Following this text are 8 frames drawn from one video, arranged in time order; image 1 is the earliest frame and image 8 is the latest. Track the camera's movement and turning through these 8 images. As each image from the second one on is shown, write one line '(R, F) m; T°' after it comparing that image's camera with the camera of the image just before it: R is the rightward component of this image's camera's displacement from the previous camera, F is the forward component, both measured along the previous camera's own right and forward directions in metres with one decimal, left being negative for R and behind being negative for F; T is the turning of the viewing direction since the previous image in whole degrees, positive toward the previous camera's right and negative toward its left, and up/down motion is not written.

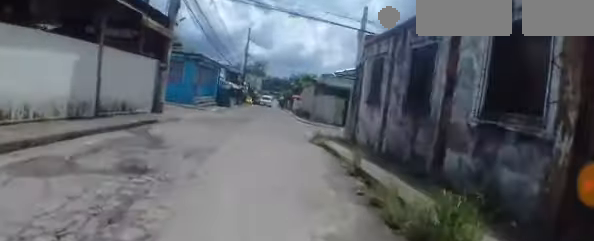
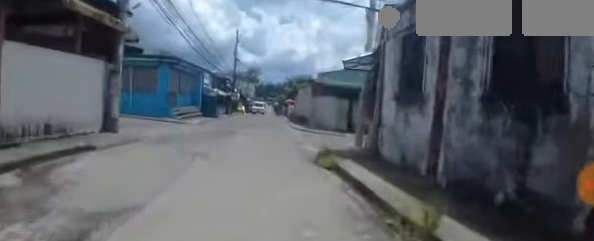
(+0.1, +3.0) m; -4°
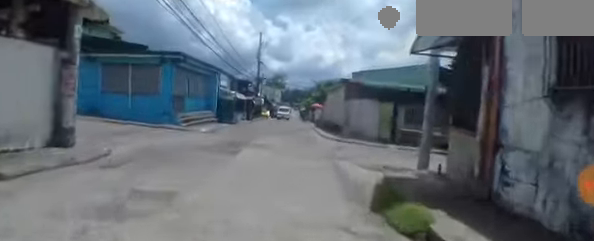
(-0.2, +2.9) m; +1°
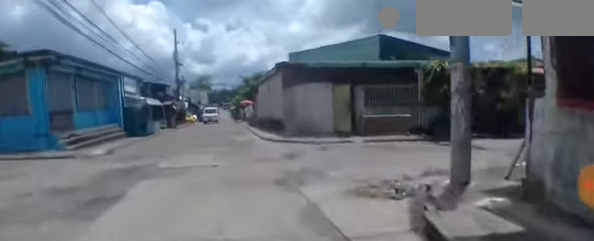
(+0.2, +3.3) m; +6°
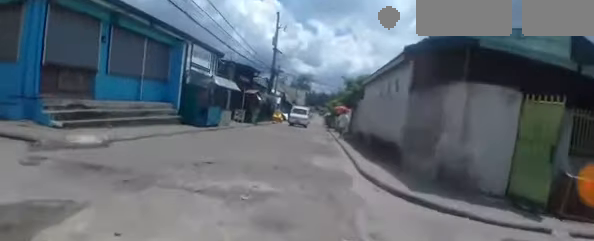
(+0.2, +5.3) m; -2°
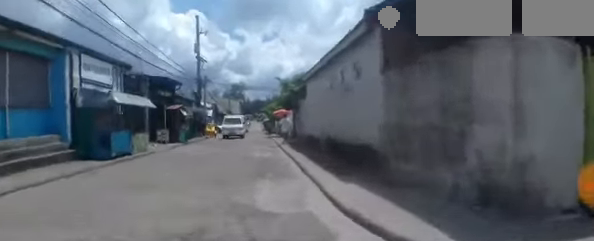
(-0.1, +3.4) m; -3°
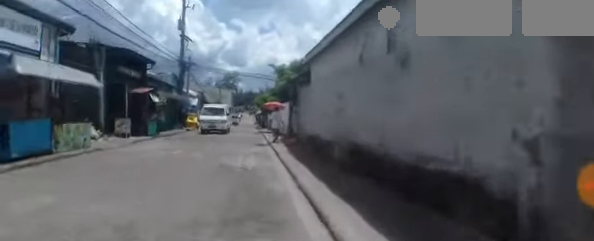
(-0.1, +3.8) m; -1°
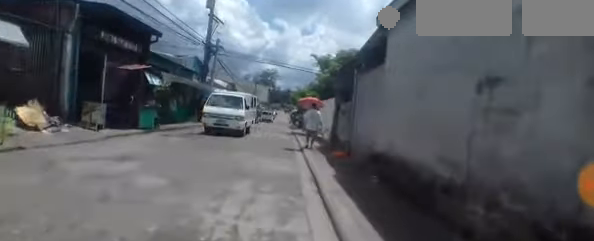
(0.0, +4.4) m; +4°
